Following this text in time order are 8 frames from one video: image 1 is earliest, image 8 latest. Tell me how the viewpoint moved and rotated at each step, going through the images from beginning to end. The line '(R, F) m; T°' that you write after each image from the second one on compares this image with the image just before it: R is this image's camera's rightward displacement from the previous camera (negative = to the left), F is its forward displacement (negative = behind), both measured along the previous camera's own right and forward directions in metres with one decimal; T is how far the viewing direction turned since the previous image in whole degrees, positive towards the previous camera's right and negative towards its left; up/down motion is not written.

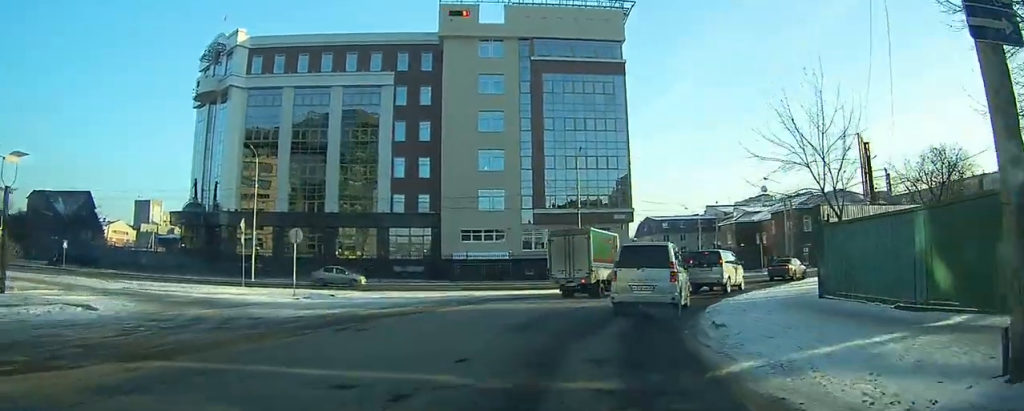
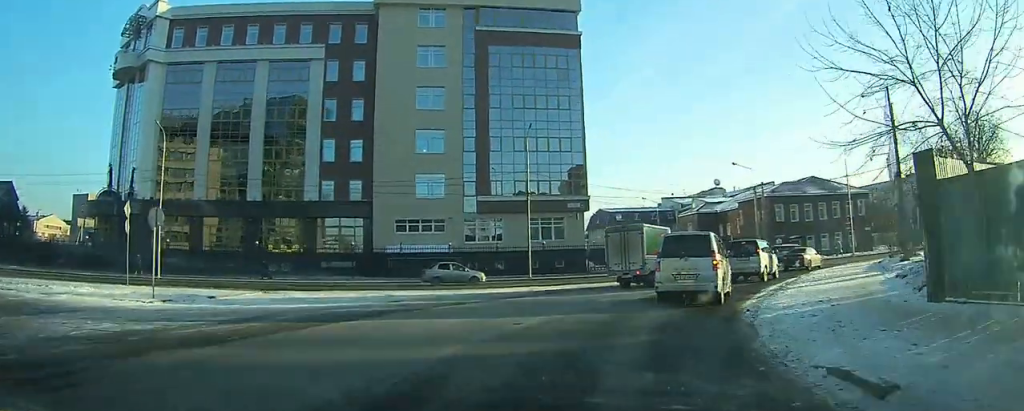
(+0.1, +6.8) m; +1°
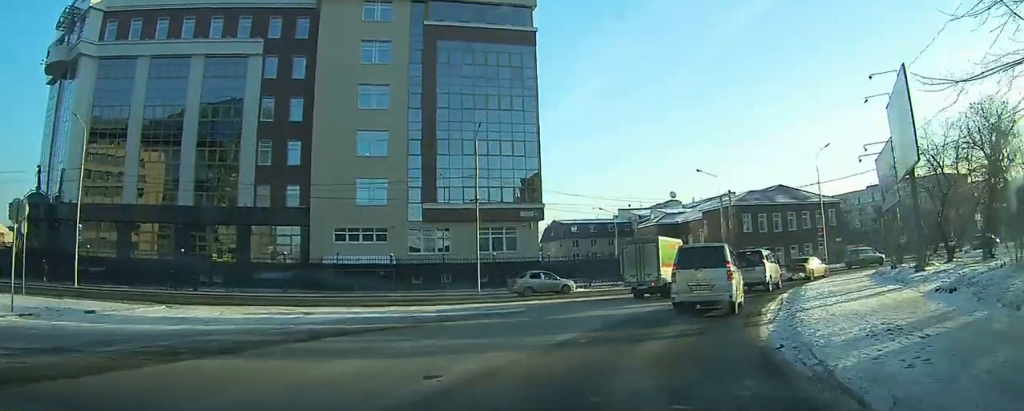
(-0.1, +4.3) m; +4°
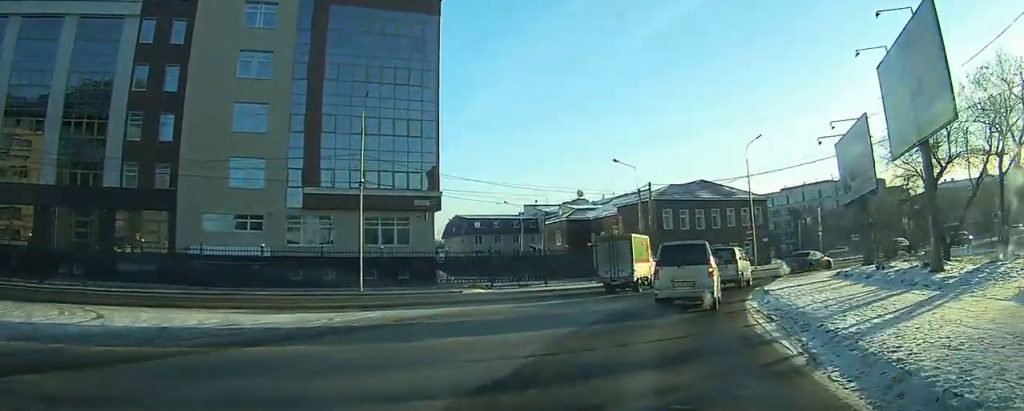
(+0.6, +6.7) m; +9°
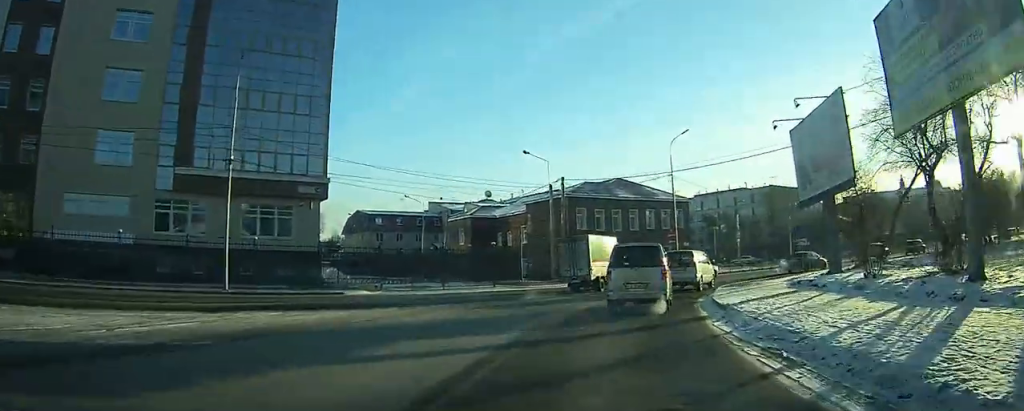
(+0.3, +5.5) m; +7°
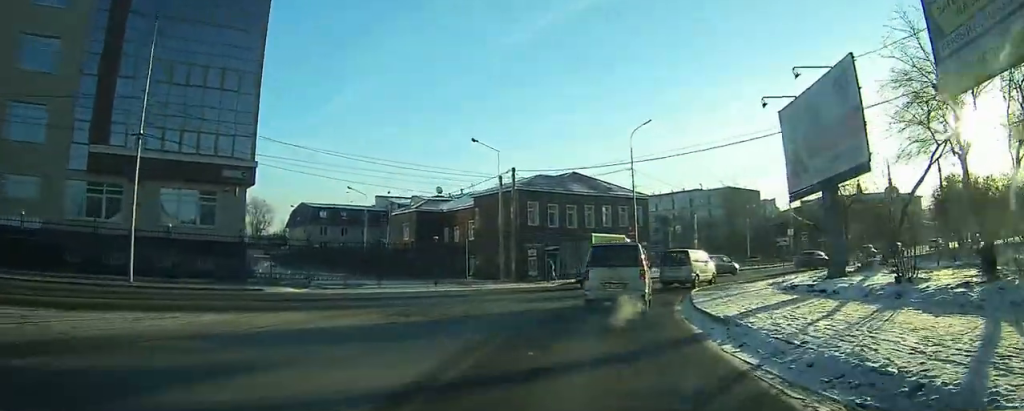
(+0.3, +3.8) m; +3°
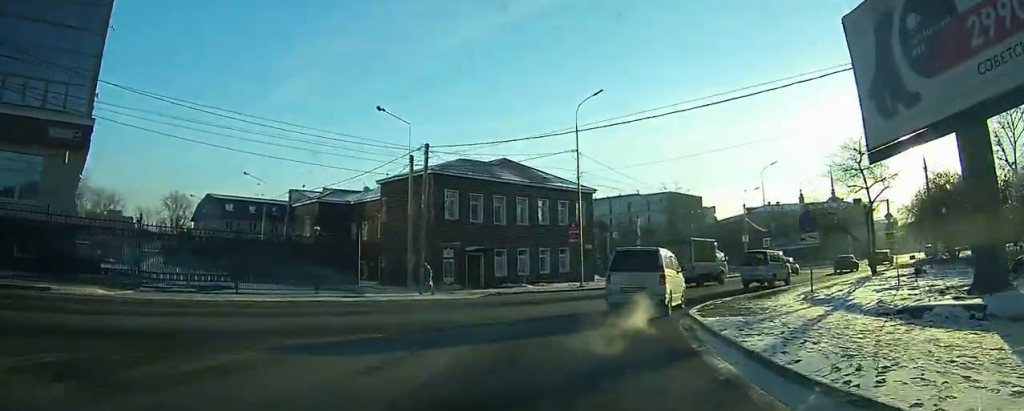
(+0.4, +9.4) m; +6°
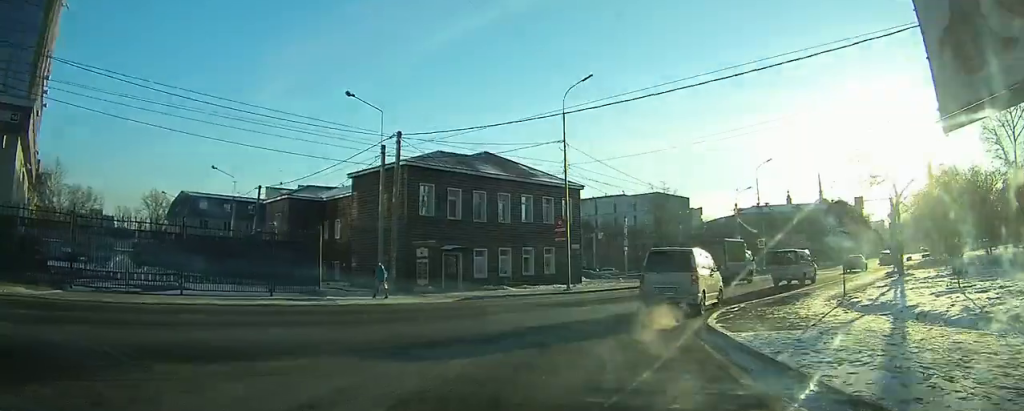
(0.0, +3.0) m; +3°
